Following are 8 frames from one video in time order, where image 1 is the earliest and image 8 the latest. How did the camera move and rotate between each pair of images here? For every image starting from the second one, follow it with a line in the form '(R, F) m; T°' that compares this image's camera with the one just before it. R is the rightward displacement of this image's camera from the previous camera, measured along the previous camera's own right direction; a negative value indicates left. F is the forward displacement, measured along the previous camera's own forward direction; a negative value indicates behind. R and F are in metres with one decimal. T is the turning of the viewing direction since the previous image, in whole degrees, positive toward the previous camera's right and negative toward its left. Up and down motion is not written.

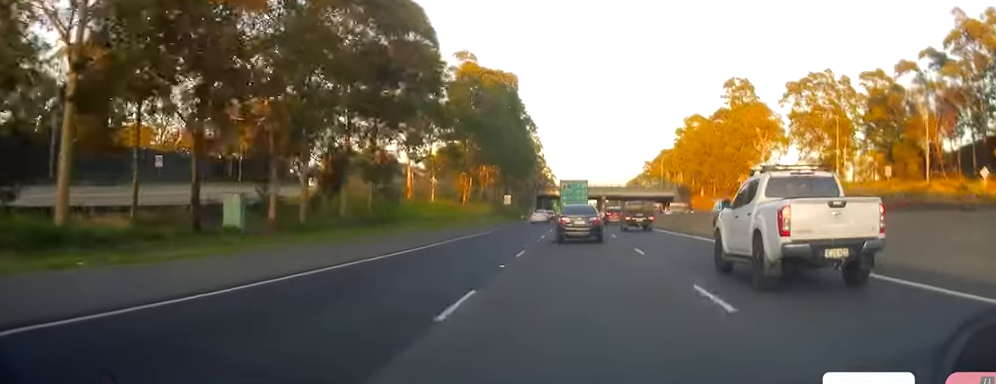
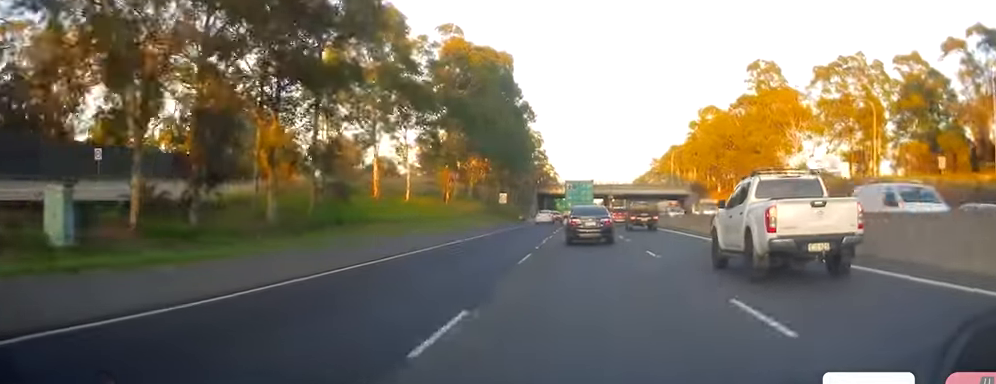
(+0.1, +13.7) m; 0°
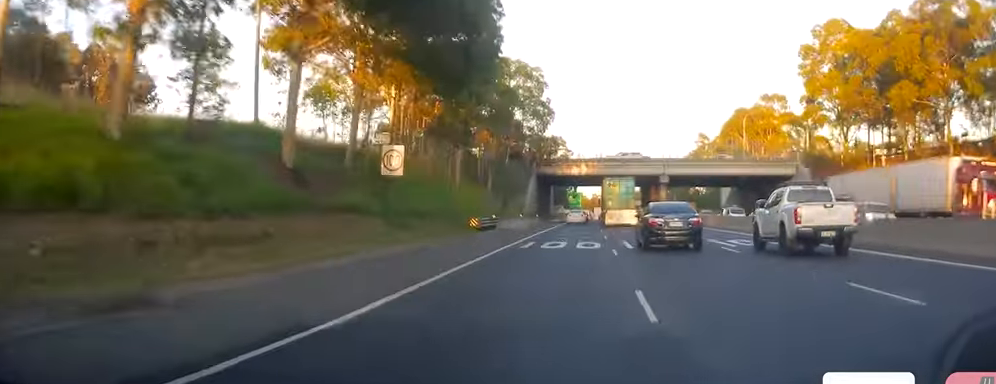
(-0.7, +69.0) m; -1°
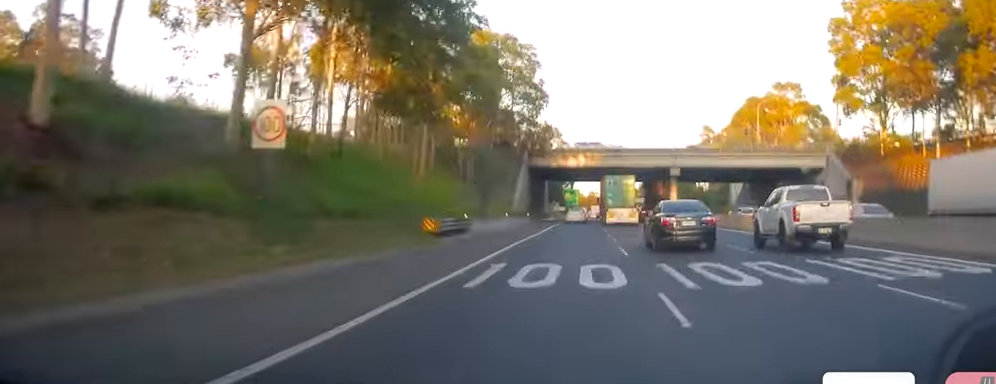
(0.0, +12.4) m; 0°
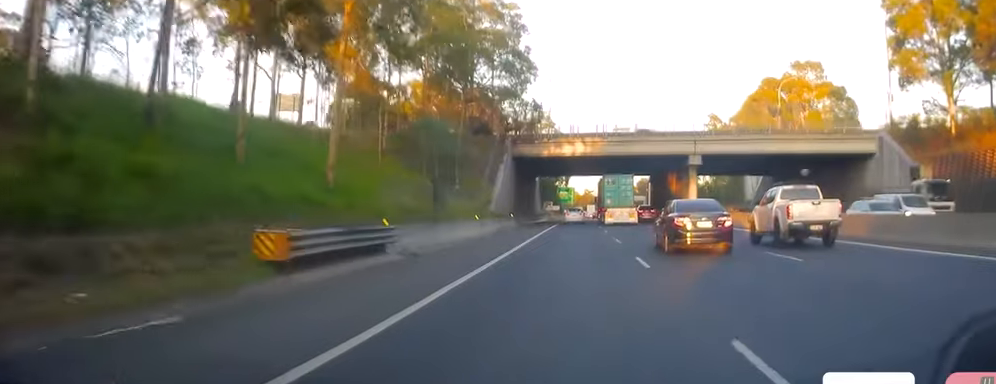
(0.0, +15.9) m; 0°
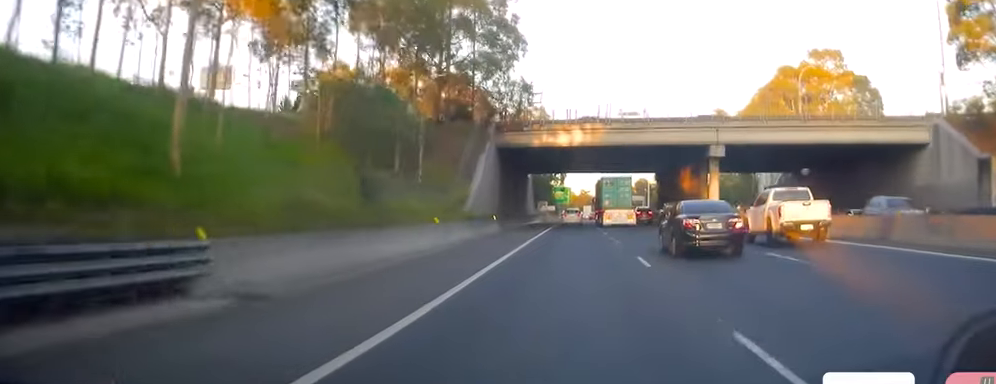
(0.0, +11.5) m; 0°
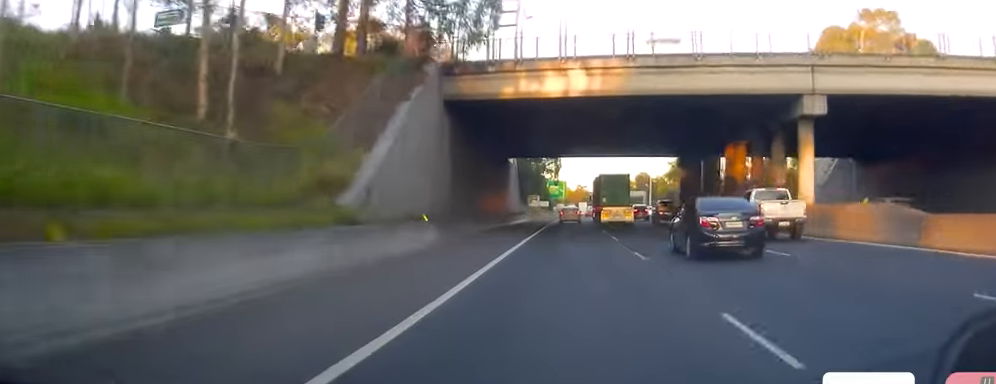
(+0.1, +22.9) m; 0°
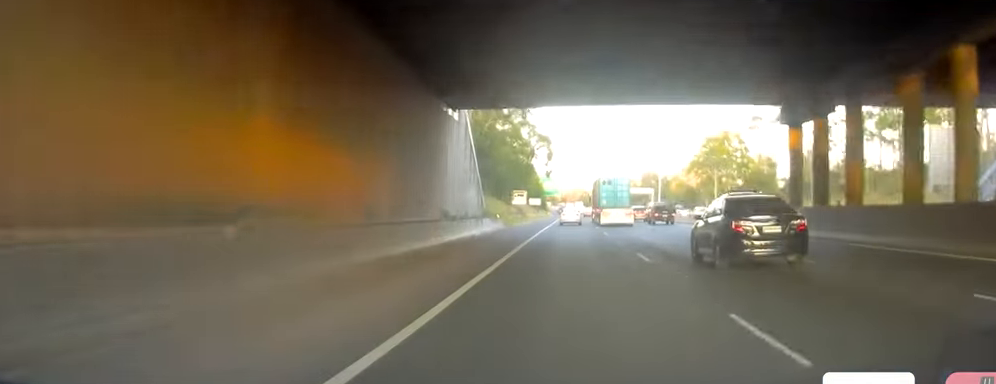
(+0.1, +35.8) m; +1°
